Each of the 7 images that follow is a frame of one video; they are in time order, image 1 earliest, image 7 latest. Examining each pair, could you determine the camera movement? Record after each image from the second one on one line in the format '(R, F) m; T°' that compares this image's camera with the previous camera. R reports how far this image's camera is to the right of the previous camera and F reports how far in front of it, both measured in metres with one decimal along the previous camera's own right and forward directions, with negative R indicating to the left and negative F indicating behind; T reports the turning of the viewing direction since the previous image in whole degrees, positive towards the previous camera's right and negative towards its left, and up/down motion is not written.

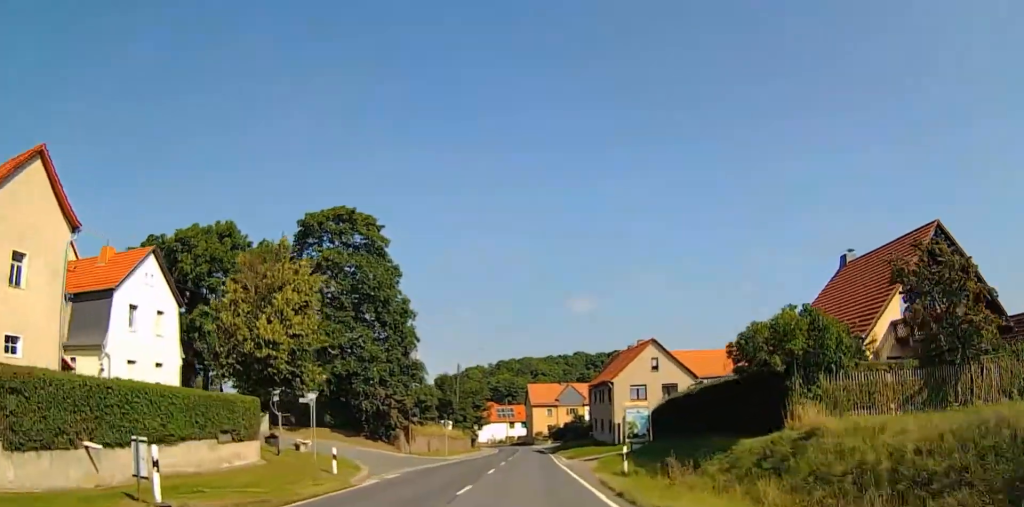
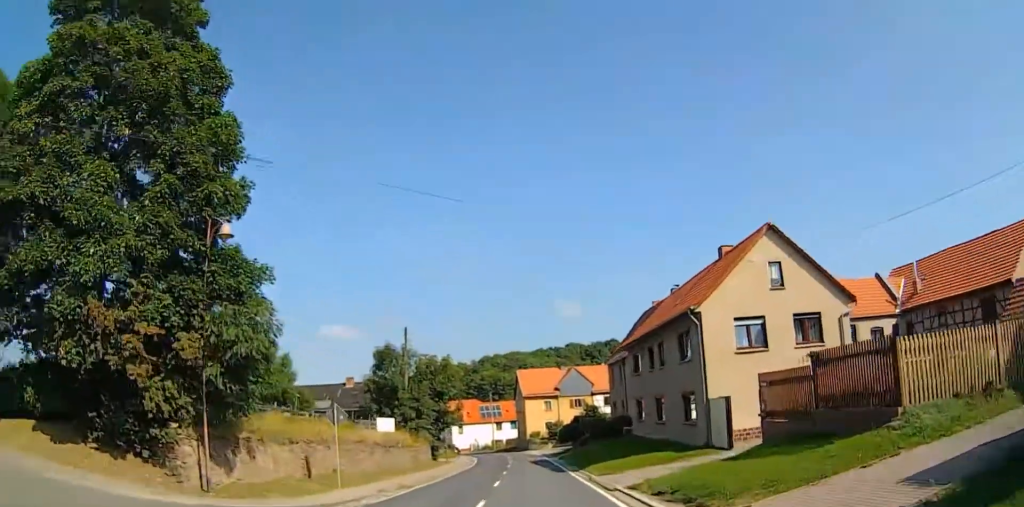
(0.0, +30.3) m; 0°
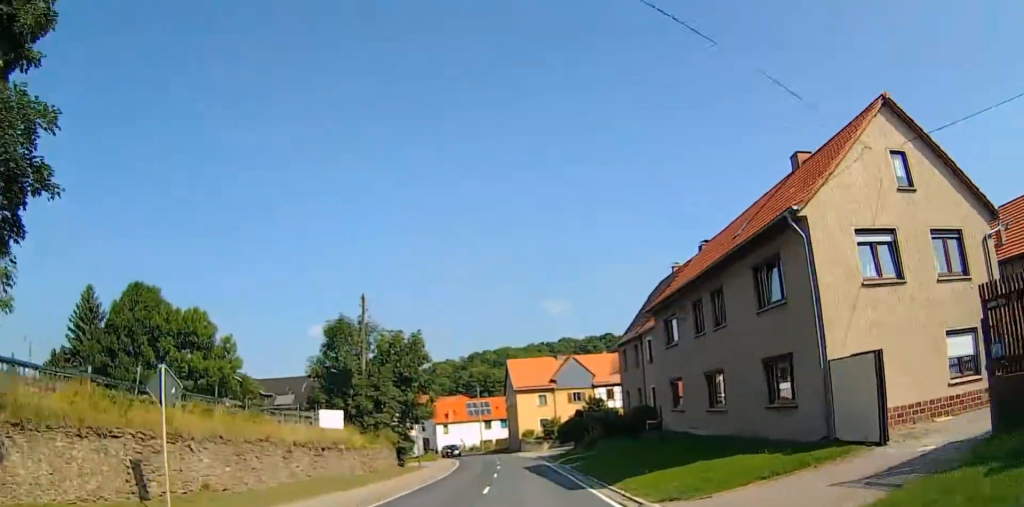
(0.0, +11.4) m; +1°
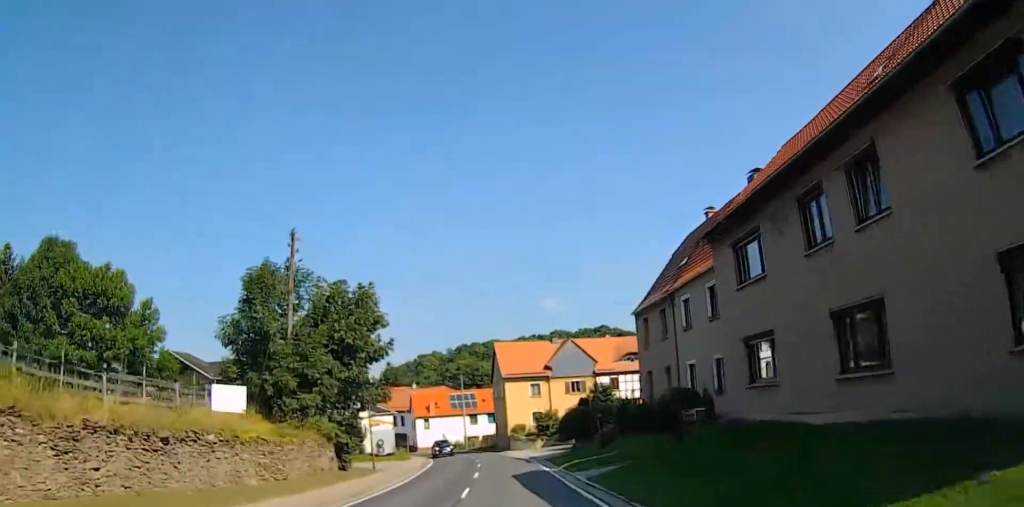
(-0.1, +11.4) m; +3°
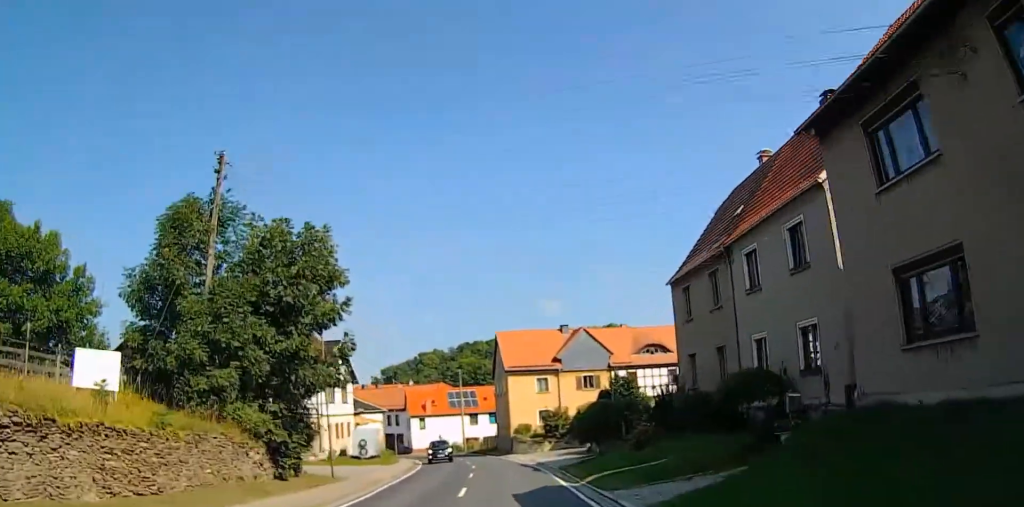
(+0.5, +8.3) m; 0°
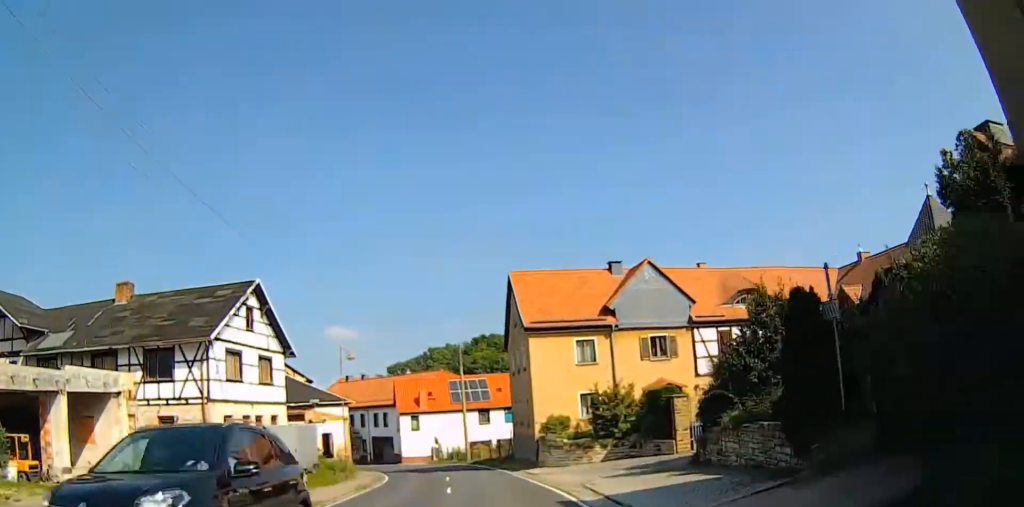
(-1.0, +22.8) m; -6°
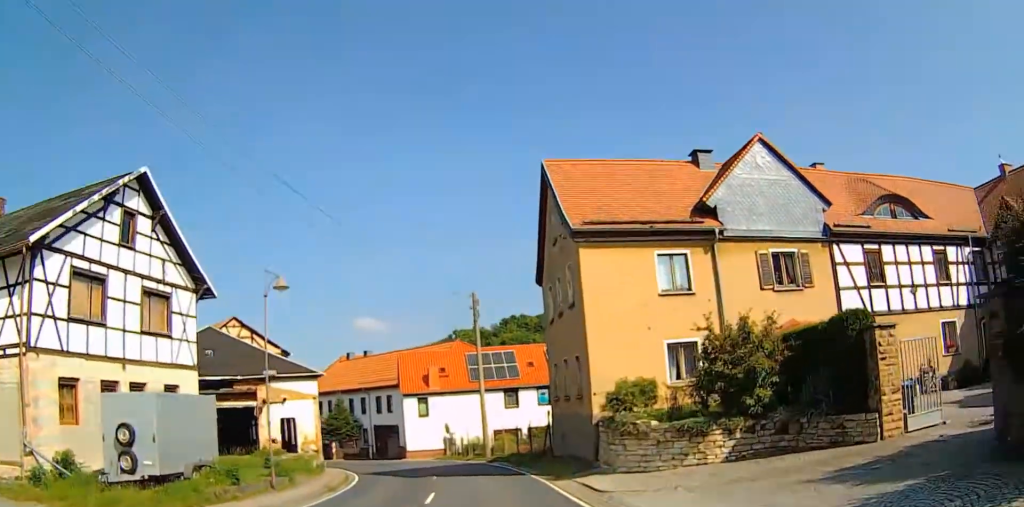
(-0.4, +14.7) m; -1°
